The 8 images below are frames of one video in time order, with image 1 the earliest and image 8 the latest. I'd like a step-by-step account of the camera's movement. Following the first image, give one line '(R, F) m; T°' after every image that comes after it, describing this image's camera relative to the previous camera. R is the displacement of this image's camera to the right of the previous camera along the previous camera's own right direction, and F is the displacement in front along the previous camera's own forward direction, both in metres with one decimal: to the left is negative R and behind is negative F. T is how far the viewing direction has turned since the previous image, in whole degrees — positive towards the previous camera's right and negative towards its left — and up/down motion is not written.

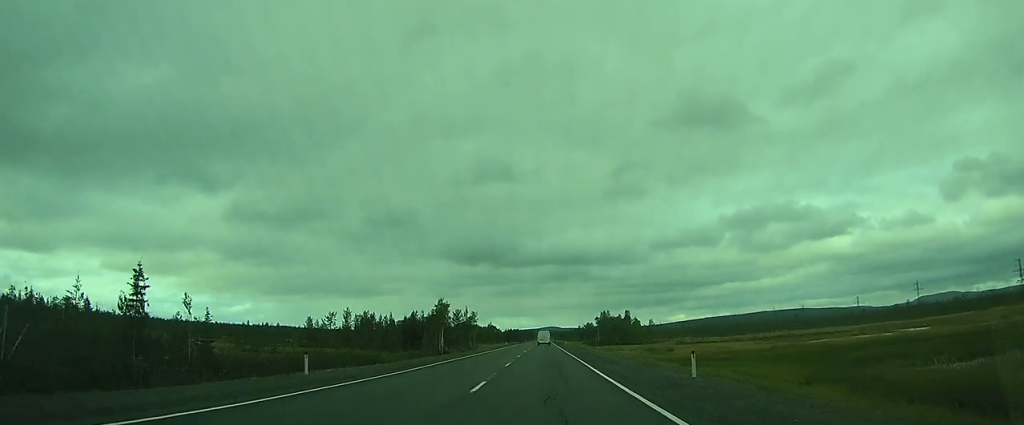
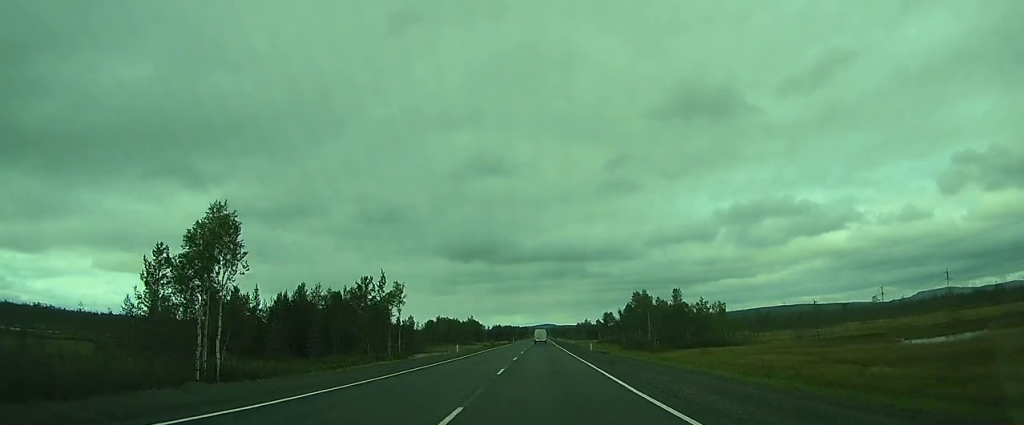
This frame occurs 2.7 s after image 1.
(+0.2, +62.4) m; -2°
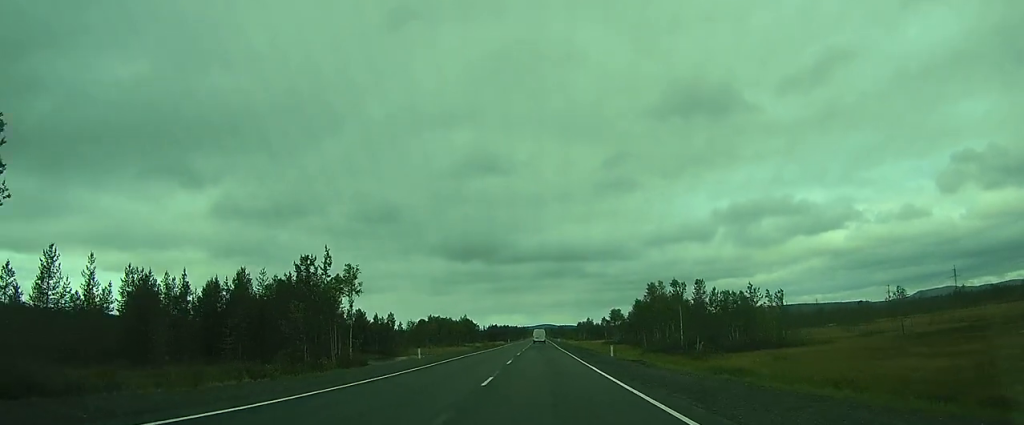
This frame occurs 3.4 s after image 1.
(-0.5, +15.0) m; 0°
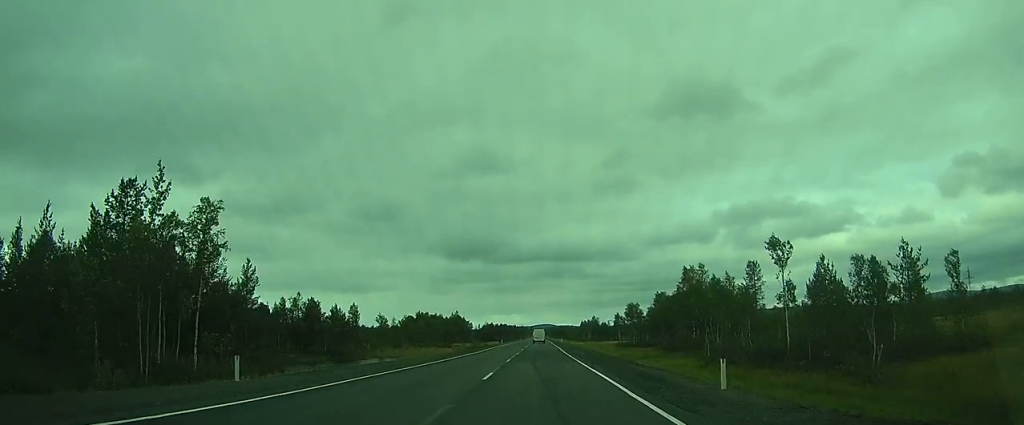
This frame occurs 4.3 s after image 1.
(+0.3, +20.9) m; +1°
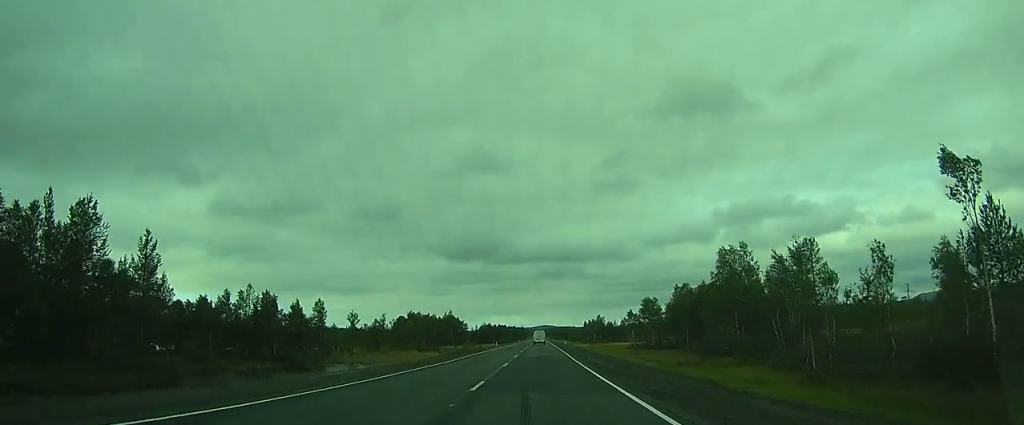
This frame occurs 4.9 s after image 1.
(+0.1, +13.4) m; 0°
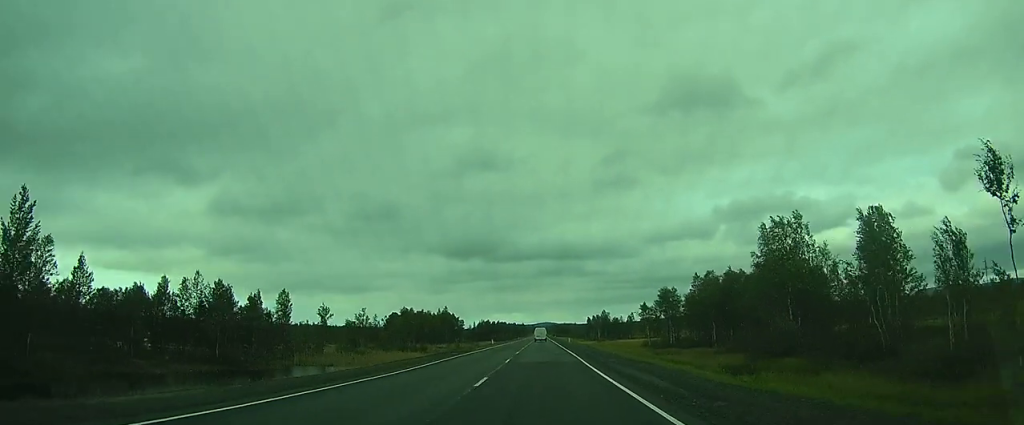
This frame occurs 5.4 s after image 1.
(0.0, +10.5) m; 0°
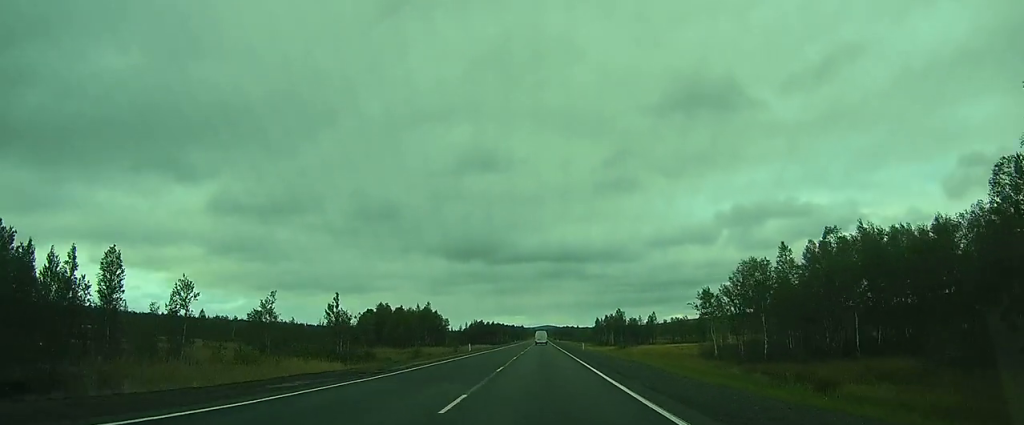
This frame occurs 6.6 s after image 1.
(0.0, +27.2) m; 0°
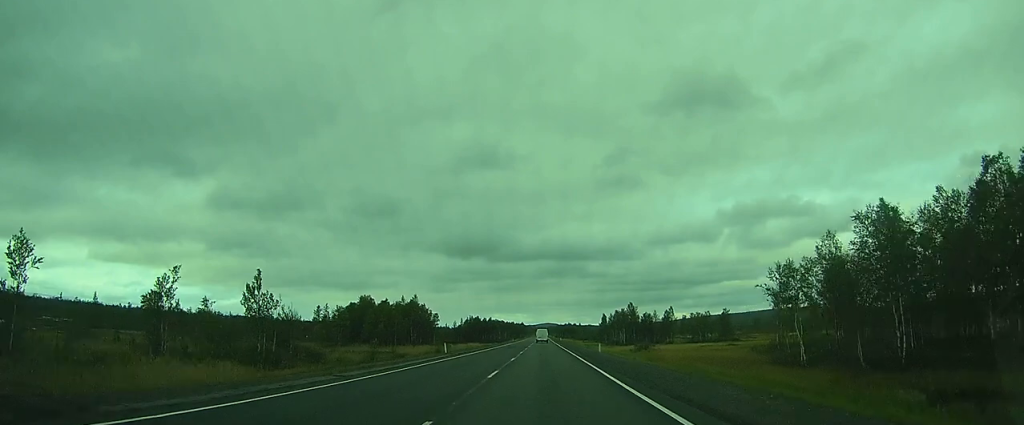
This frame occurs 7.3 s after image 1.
(0.0, +15.3) m; +1°
